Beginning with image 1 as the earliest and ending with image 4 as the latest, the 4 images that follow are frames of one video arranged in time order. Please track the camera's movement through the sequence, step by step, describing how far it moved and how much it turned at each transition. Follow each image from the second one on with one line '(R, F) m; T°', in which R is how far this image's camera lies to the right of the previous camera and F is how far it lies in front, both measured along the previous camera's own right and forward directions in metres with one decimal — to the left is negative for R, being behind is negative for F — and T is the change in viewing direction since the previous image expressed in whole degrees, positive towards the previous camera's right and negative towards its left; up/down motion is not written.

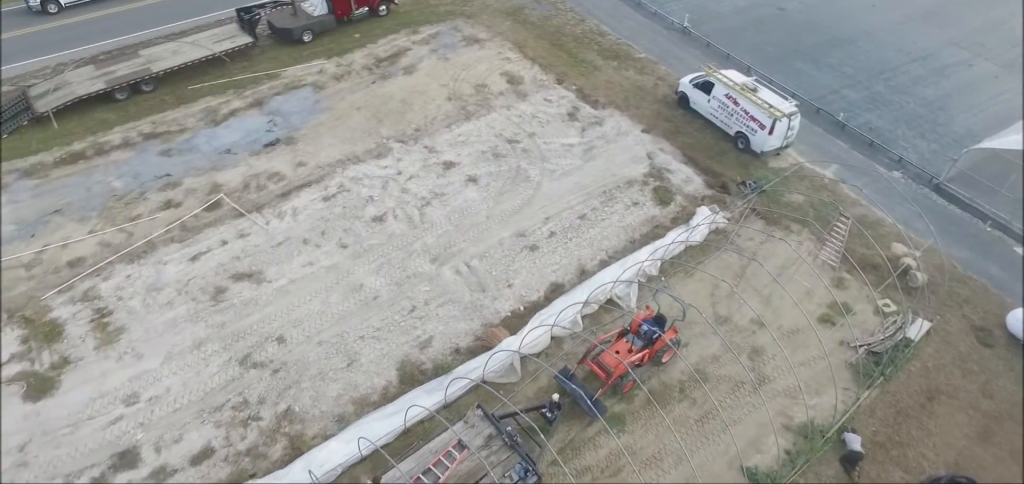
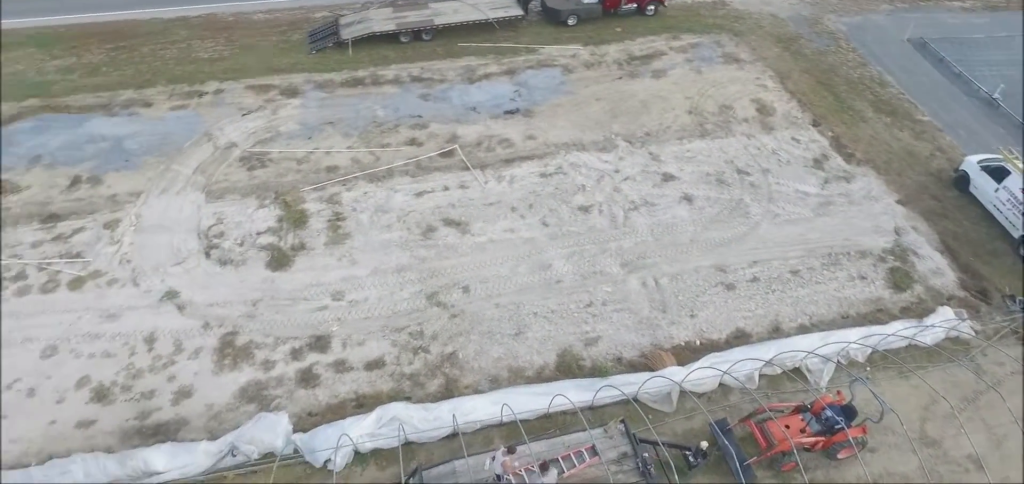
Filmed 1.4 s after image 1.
(-1.7, +13.5) m; -24°
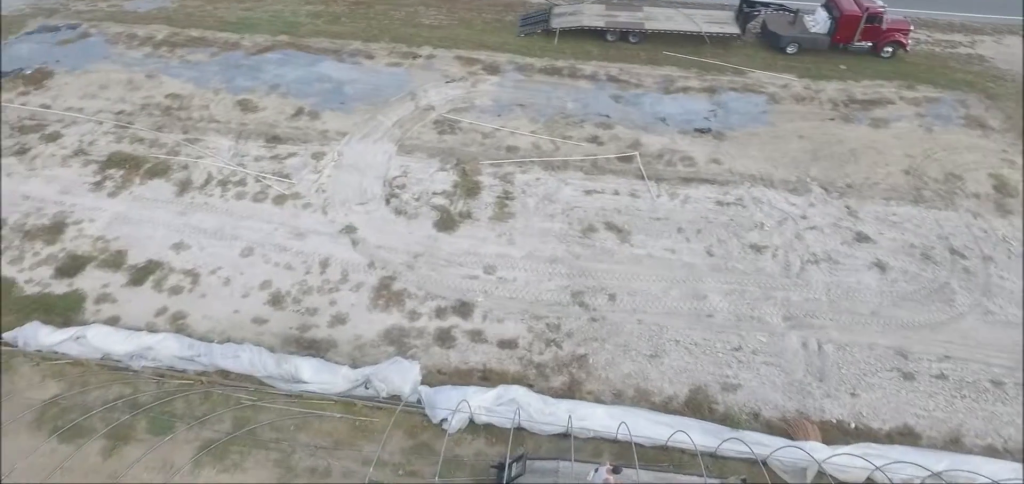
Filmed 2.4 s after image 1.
(-2.2, +10.1) m; -24°
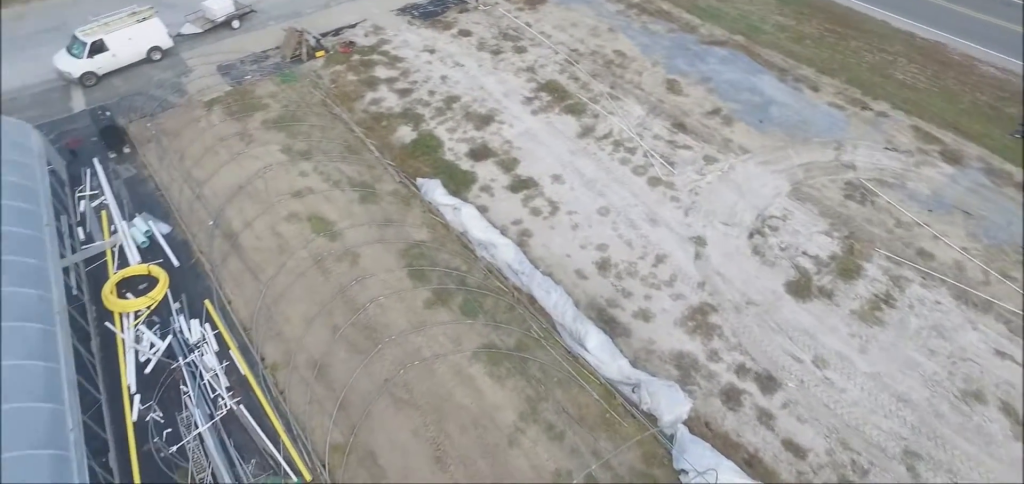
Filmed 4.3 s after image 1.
(-6.3, +11.9) m; -52°
